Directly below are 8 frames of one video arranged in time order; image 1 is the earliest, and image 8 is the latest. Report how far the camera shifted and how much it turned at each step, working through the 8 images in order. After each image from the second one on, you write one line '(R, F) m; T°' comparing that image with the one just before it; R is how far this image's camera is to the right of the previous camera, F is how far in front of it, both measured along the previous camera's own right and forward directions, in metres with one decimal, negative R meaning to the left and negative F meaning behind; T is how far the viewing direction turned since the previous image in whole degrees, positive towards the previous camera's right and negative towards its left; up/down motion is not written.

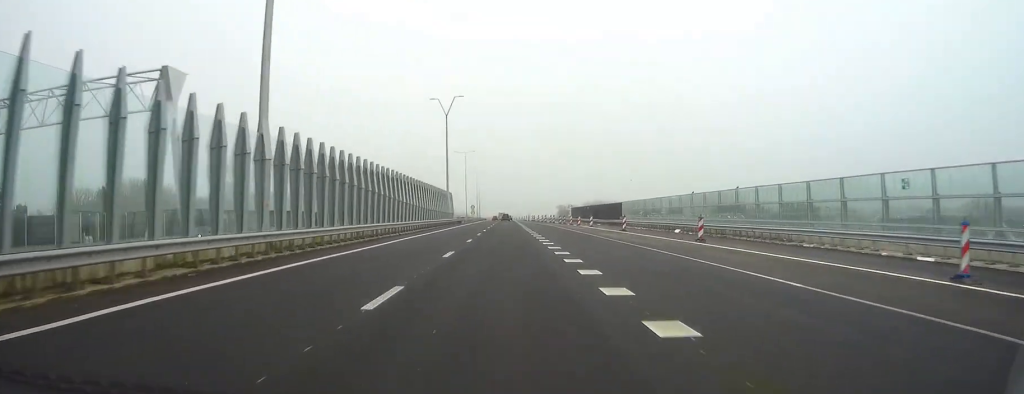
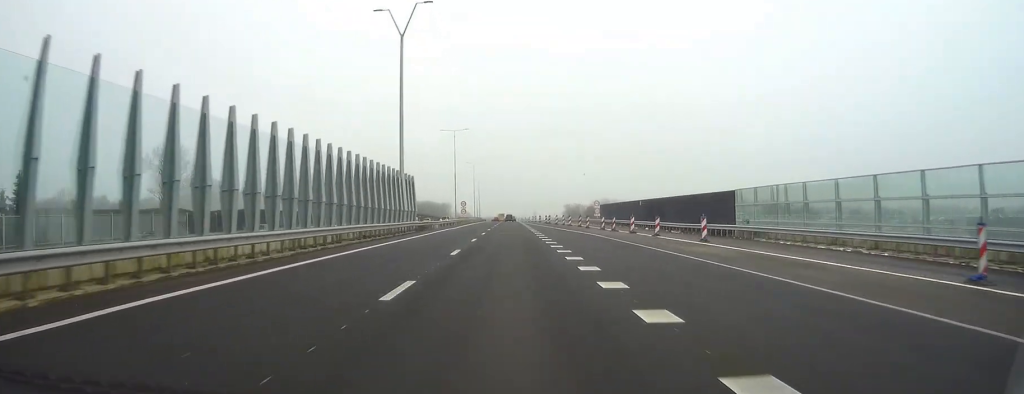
(0.0, +46.8) m; 0°
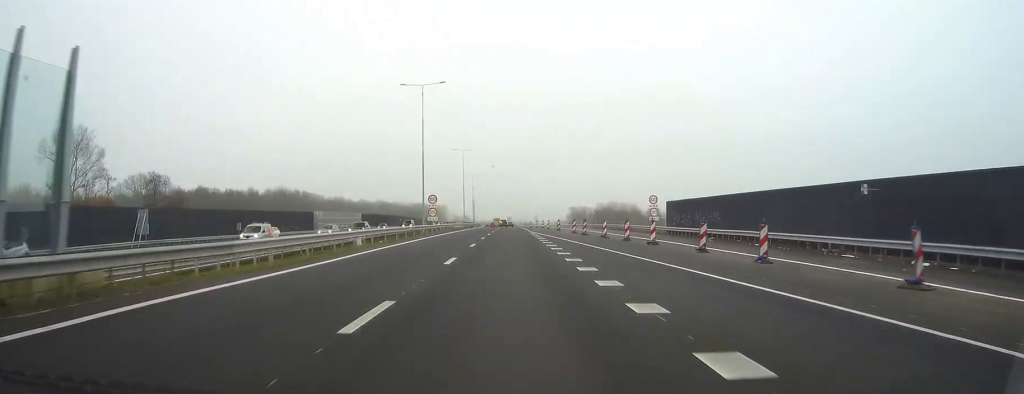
(-0.3, +50.6) m; 0°
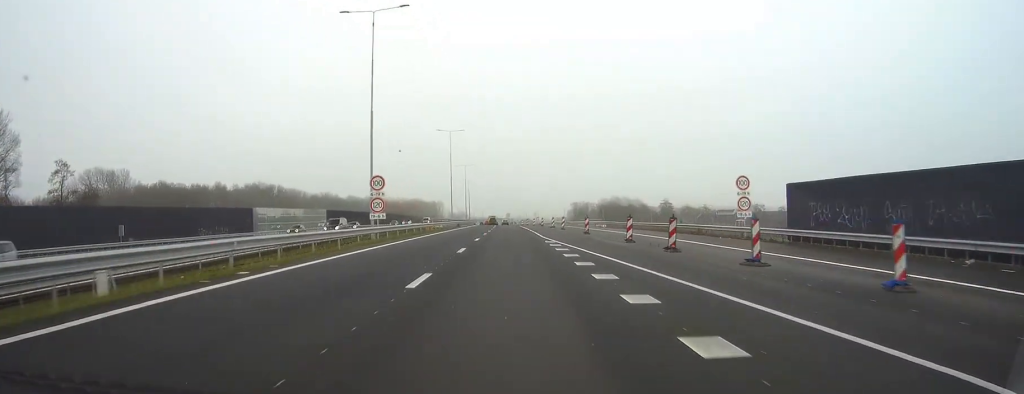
(+0.1, +31.1) m; 0°
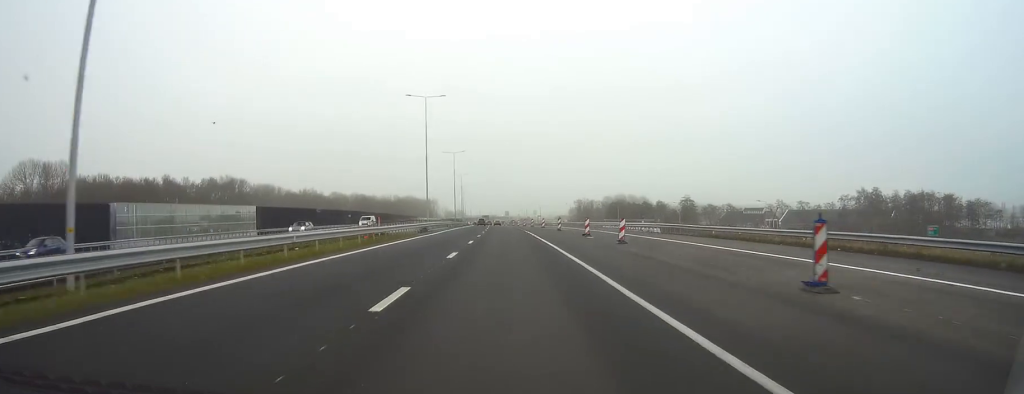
(+0.1, +38.8) m; 0°
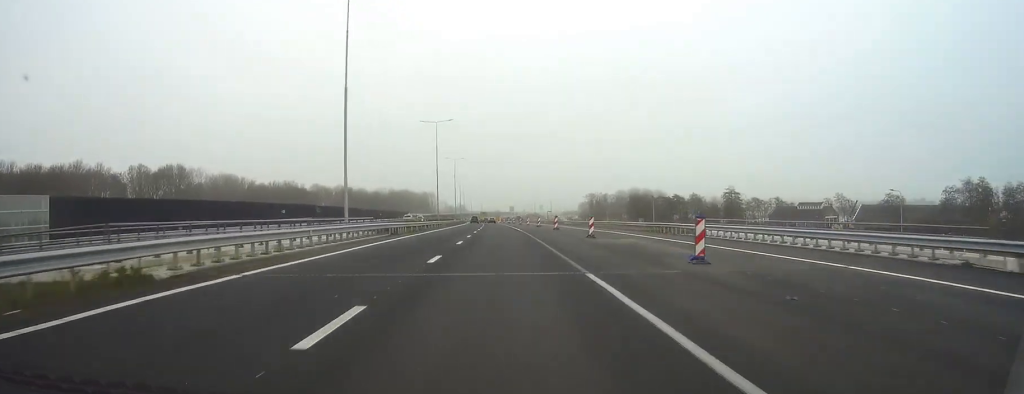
(0.0, +50.5) m; -1°
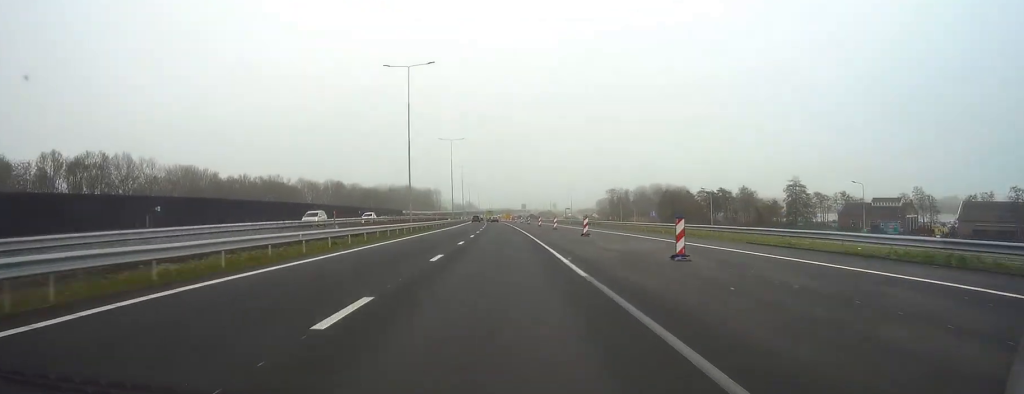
(-0.4, +44.8) m; -1°
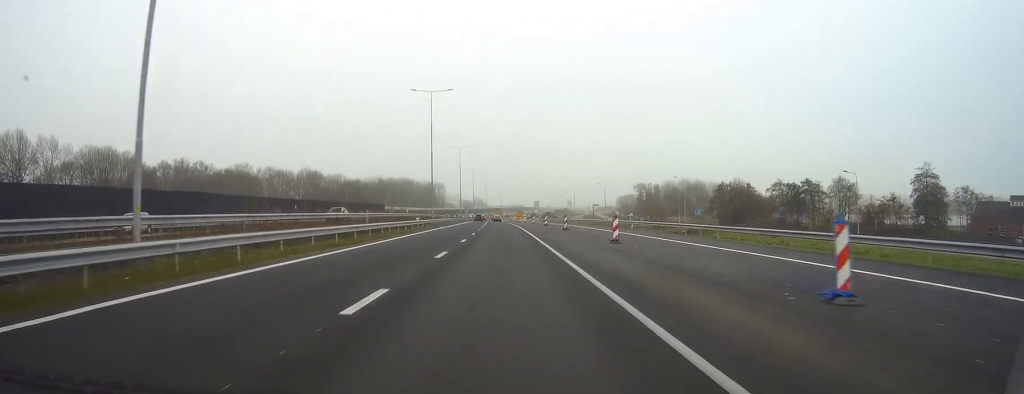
(-0.4, +58.5) m; -1°
